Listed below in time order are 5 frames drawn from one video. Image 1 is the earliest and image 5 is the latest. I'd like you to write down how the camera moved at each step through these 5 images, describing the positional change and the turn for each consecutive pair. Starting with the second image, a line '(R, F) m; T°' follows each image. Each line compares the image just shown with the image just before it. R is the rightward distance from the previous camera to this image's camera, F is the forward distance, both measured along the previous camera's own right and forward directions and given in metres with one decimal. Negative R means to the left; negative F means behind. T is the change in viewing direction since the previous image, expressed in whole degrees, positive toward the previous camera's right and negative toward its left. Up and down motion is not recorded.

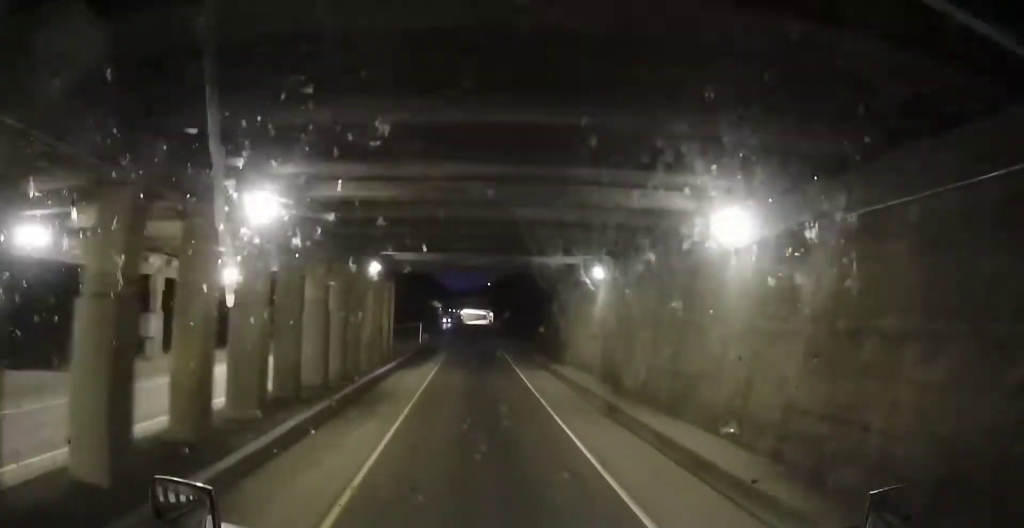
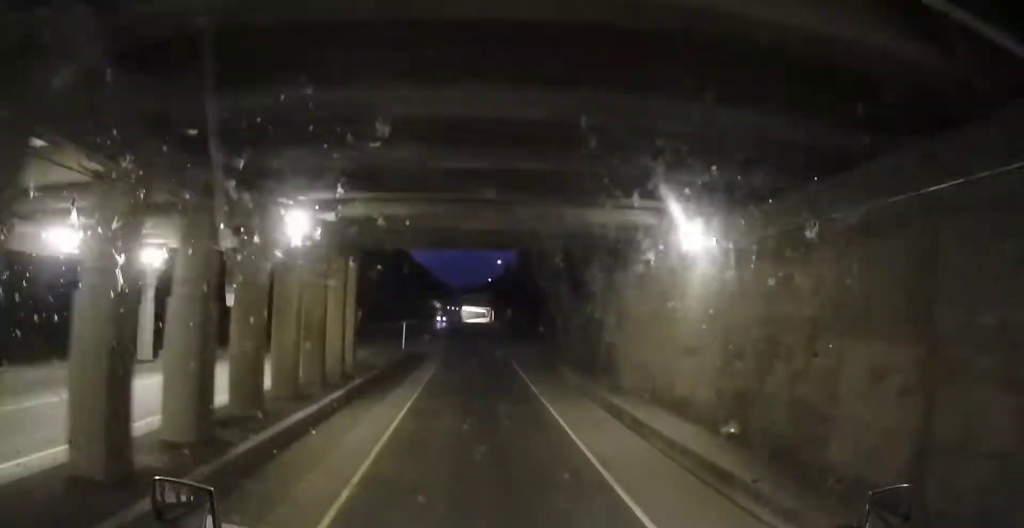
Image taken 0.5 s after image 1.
(+0.1, +10.5) m; 0°
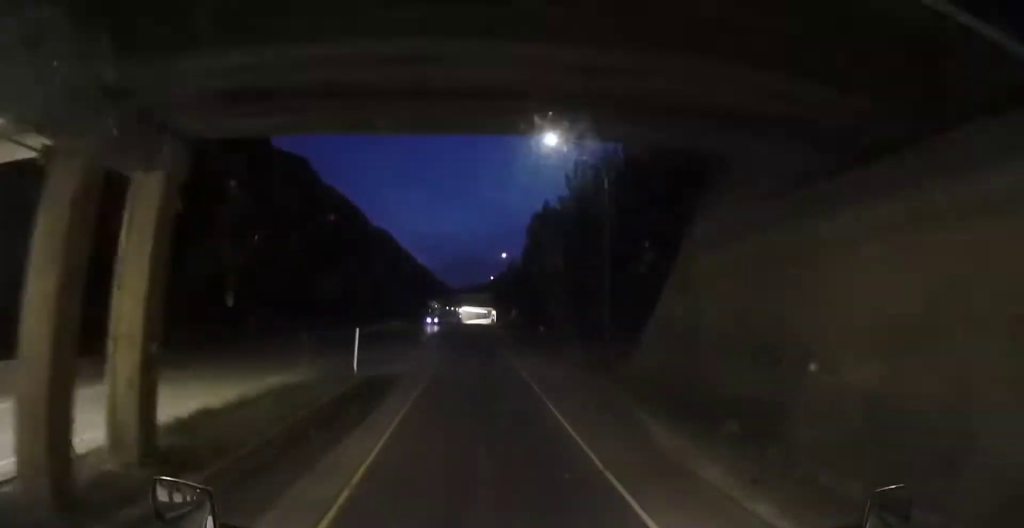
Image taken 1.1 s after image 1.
(-0.3, +14.2) m; 0°
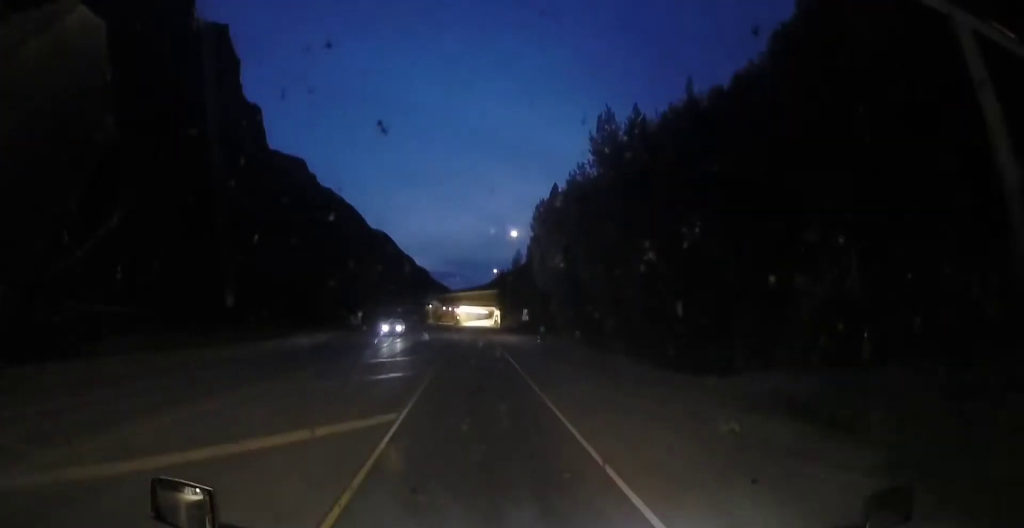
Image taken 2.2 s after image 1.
(+0.4, +24.7) m; 0°
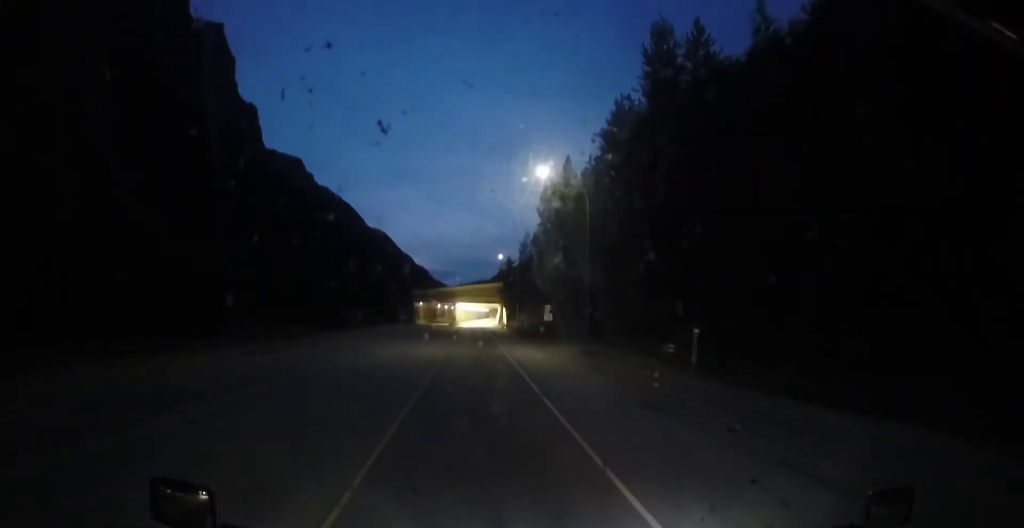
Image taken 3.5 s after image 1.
(-0.5, +29.2) m; 0°
